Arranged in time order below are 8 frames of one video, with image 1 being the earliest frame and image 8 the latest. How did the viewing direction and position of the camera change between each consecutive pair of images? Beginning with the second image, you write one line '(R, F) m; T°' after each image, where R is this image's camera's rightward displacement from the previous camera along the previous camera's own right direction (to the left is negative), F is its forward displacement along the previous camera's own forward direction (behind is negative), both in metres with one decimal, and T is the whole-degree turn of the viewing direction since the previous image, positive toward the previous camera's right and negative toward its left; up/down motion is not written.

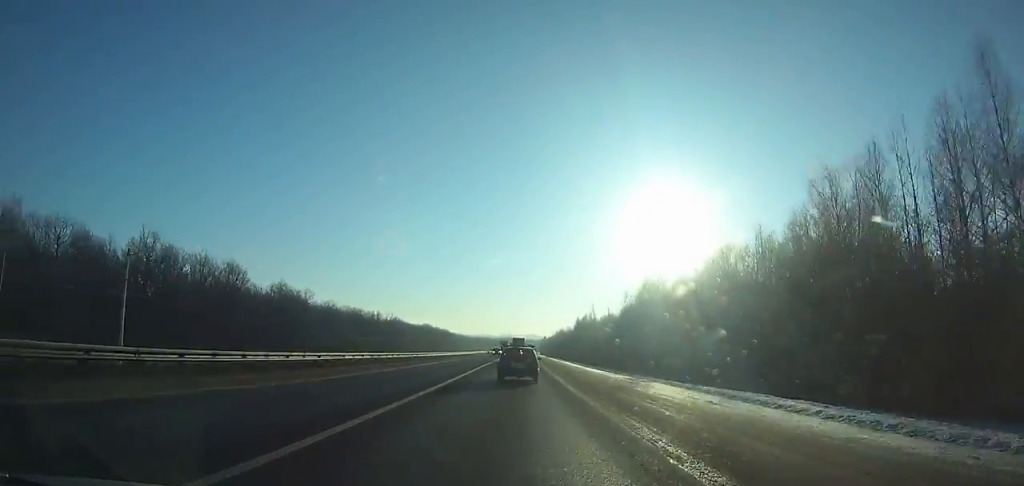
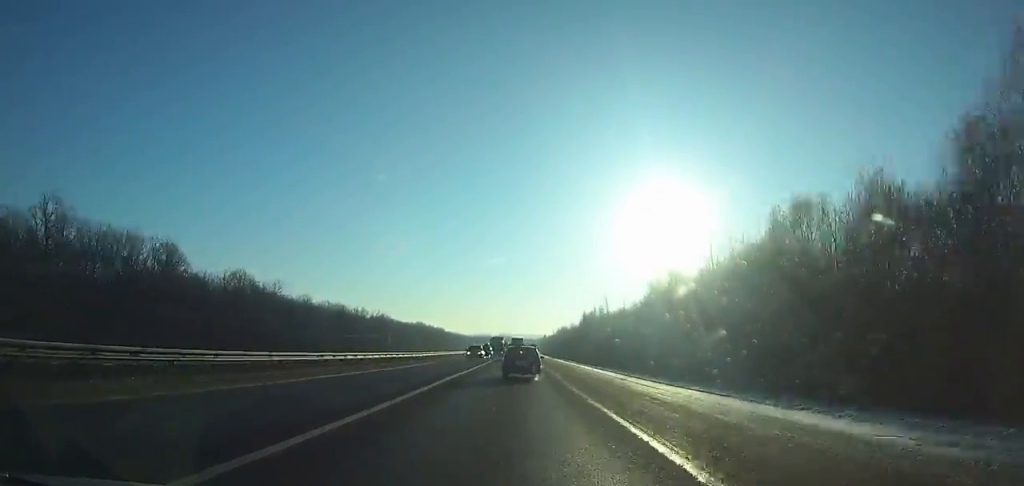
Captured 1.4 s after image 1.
(+0.1, +24.2) m; 0°
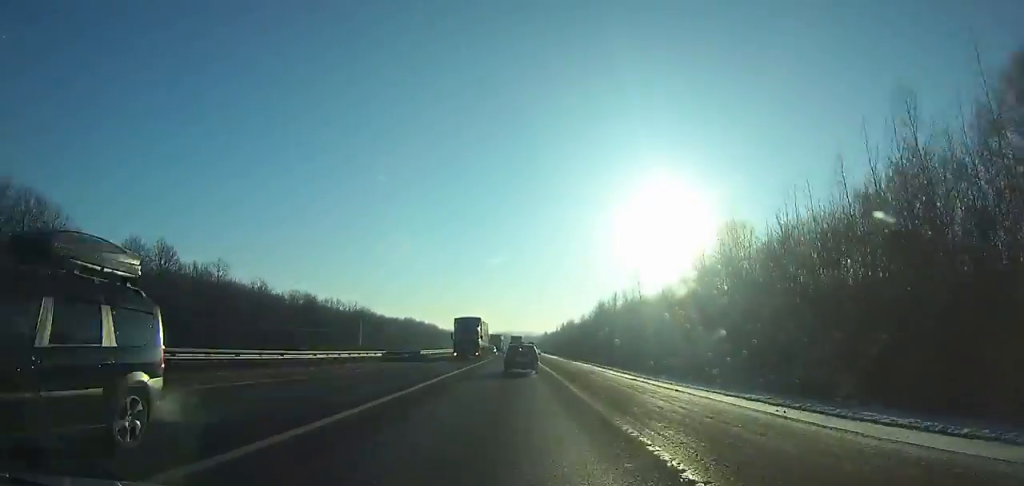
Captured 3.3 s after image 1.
(-0.1, +32.9) m; 0°
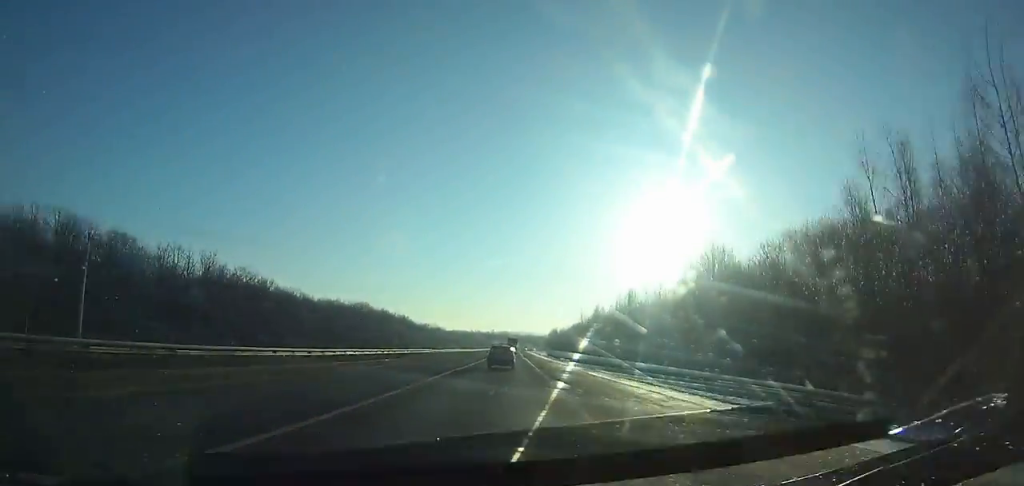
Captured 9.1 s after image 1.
(-1.0, +102.3) m; -1°
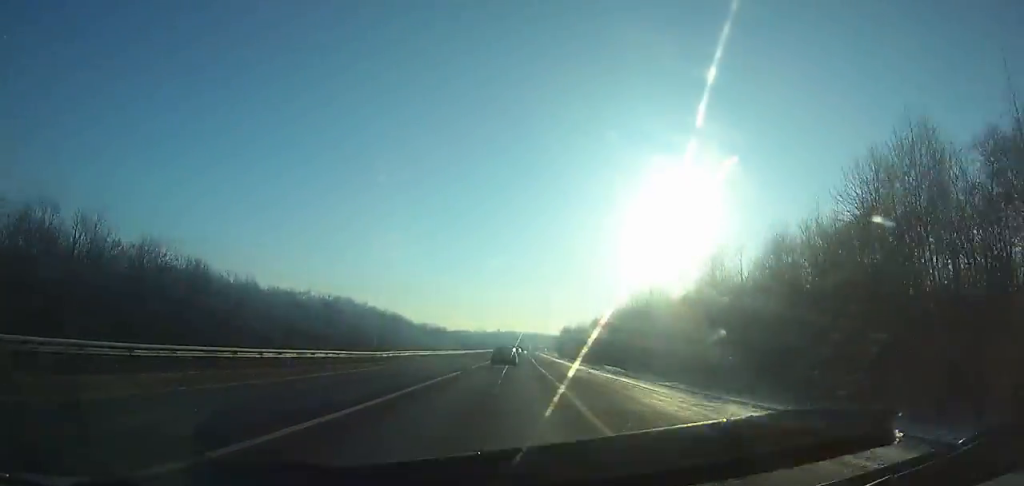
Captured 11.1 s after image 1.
(-0.2, +36.2) m; 0°
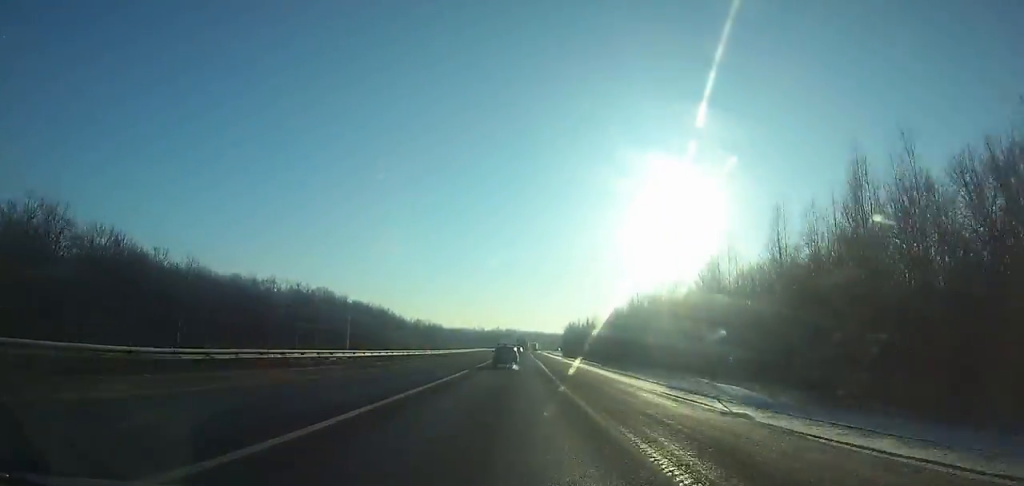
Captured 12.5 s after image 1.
(-0.1, +25.9) m; 0°
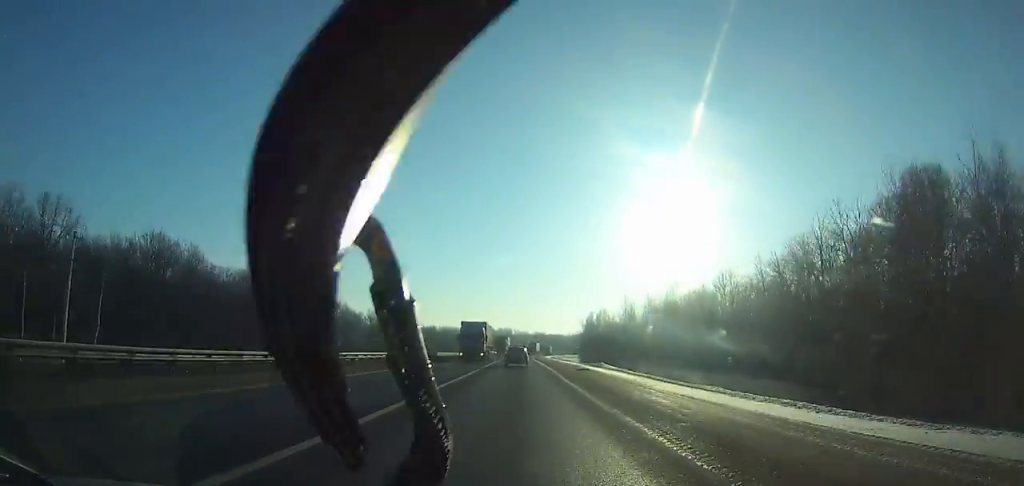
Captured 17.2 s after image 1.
(+0.1, +88.1) m; +1°
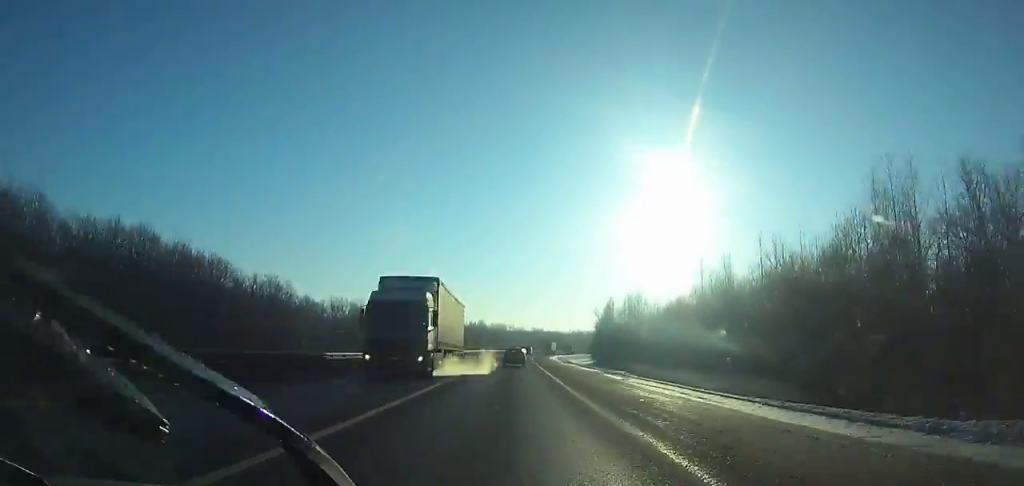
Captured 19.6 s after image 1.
(+0.4, +46.0) m; 0°
